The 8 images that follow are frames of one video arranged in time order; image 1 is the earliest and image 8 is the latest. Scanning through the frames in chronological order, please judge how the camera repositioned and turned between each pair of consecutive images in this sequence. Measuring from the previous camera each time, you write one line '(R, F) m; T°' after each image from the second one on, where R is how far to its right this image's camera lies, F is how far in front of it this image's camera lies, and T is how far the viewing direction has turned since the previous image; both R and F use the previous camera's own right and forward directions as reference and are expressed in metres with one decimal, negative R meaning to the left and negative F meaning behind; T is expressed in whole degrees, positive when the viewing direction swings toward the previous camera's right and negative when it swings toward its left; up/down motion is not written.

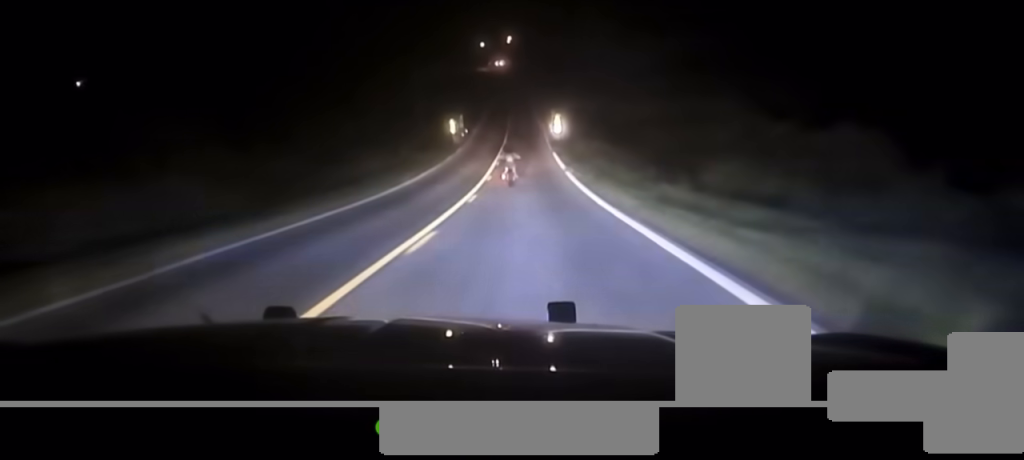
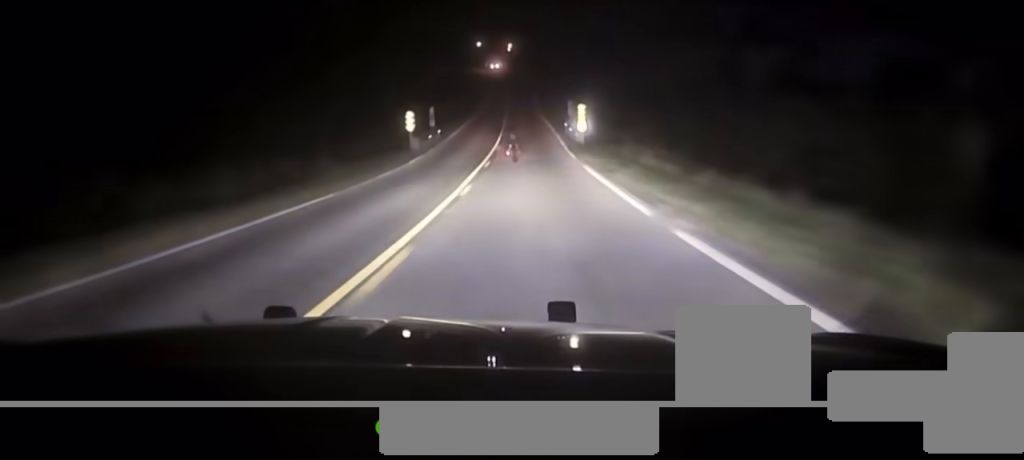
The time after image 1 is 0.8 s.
(-0.2, +31.5) m; 0°
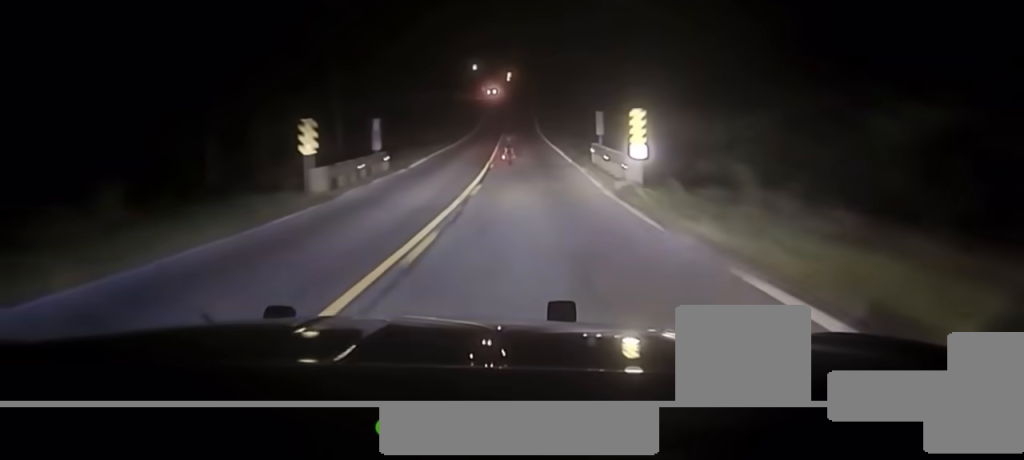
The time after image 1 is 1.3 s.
(+0.1, +21.4) m; 0°
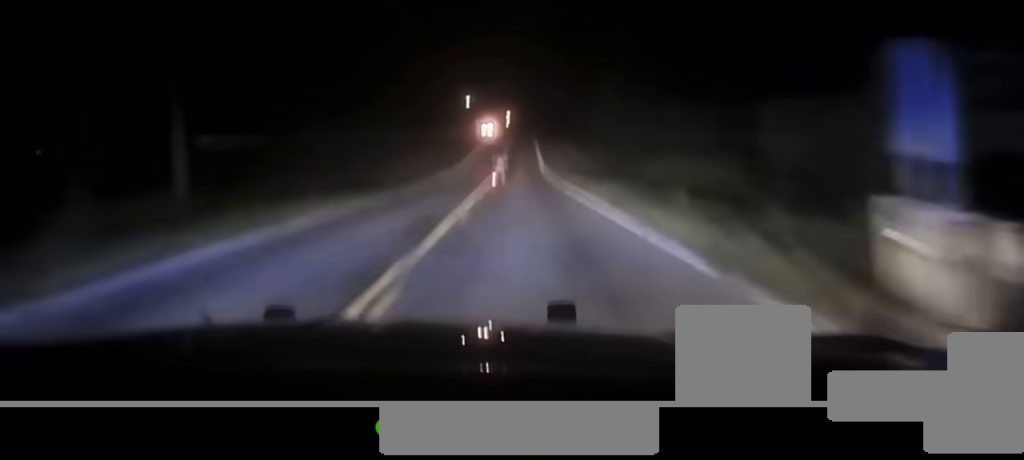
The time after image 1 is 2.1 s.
(+0.1, +30.0) m; 0°
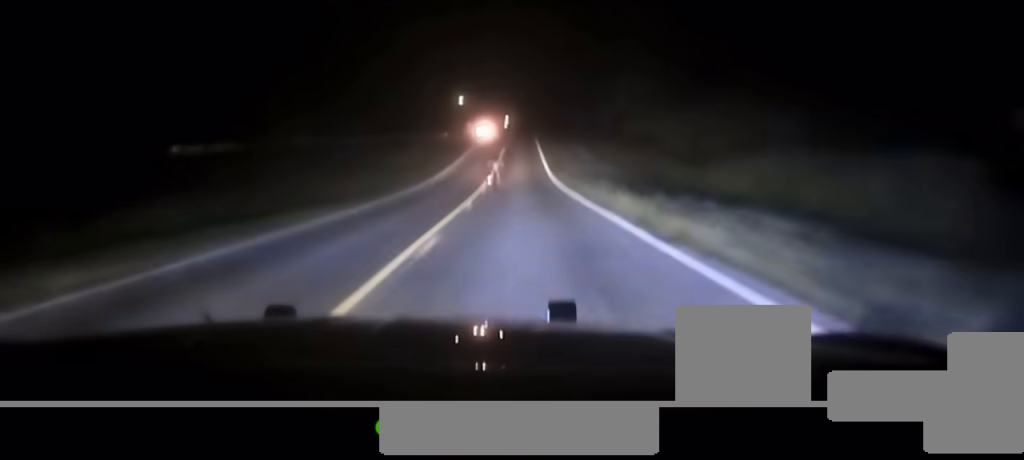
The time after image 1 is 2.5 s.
(-0.1, +17.2) m; 0°
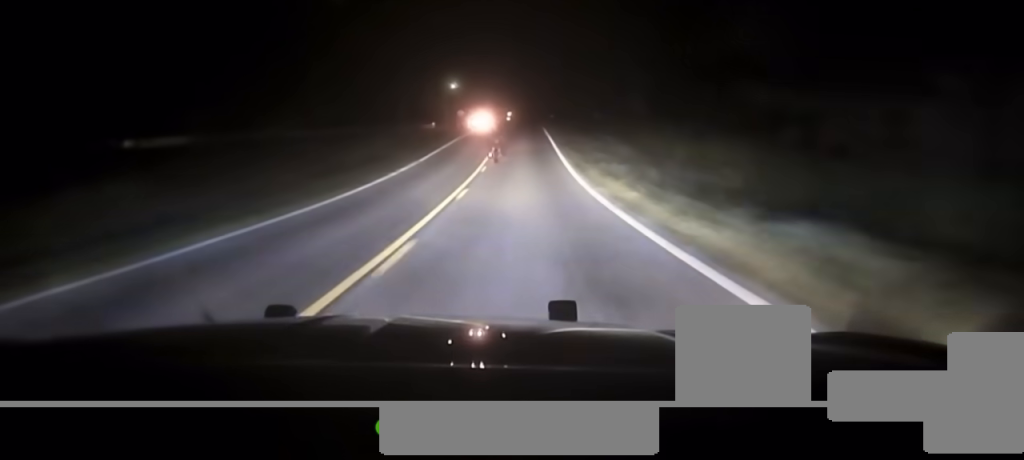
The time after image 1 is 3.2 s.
(0.0, +26.6) m; 0°
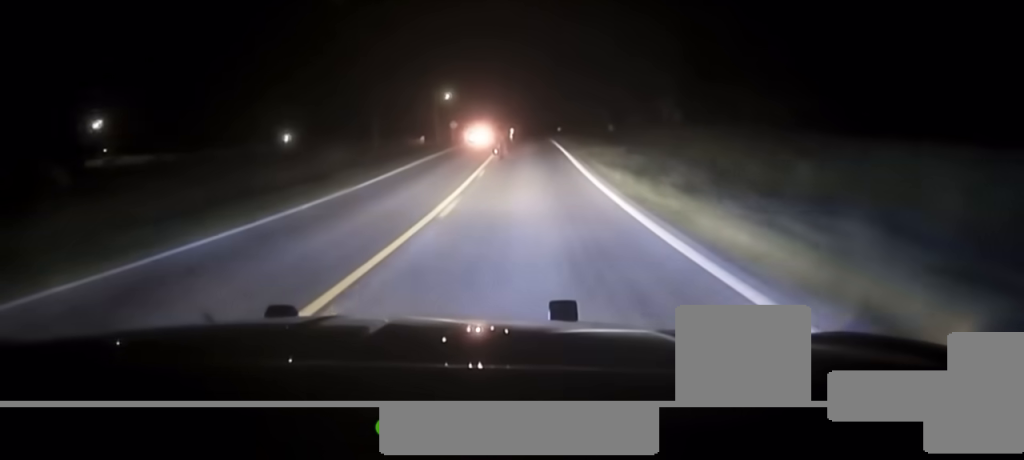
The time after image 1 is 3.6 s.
(+0.1, +16.4) m; 0°
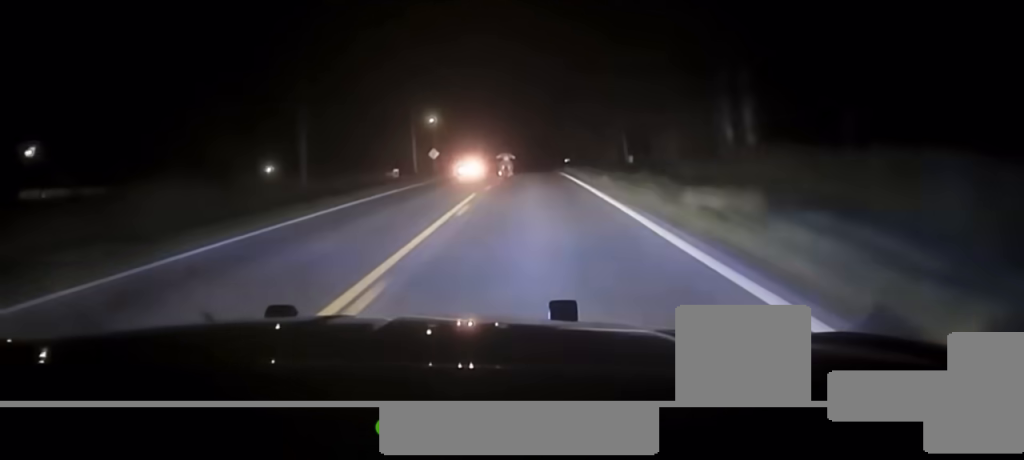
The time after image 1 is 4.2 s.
(0.0, +21.4) m; 0°
